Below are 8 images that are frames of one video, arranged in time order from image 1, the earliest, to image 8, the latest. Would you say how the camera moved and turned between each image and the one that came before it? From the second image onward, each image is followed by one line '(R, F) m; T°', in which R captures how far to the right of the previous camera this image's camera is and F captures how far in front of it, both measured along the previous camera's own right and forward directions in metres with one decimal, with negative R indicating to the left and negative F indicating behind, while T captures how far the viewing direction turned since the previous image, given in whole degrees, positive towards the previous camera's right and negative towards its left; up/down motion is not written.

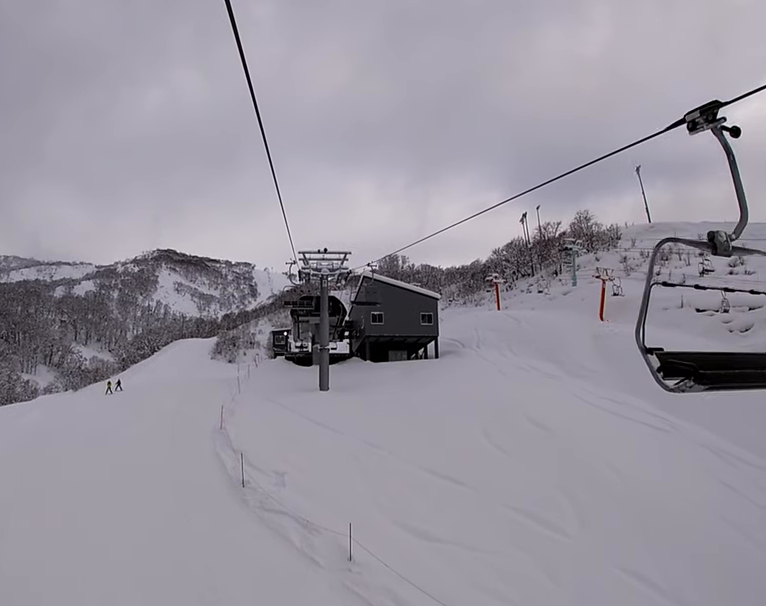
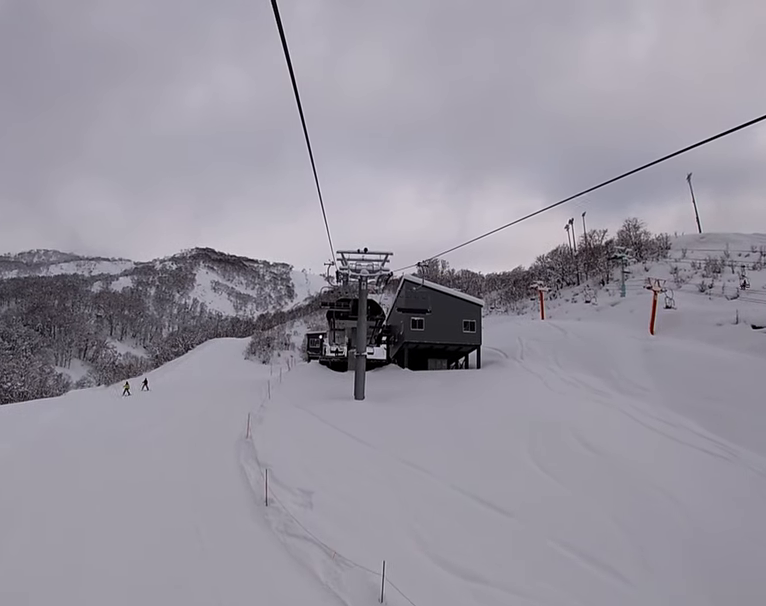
(-0.9, +2.4) m; 0°
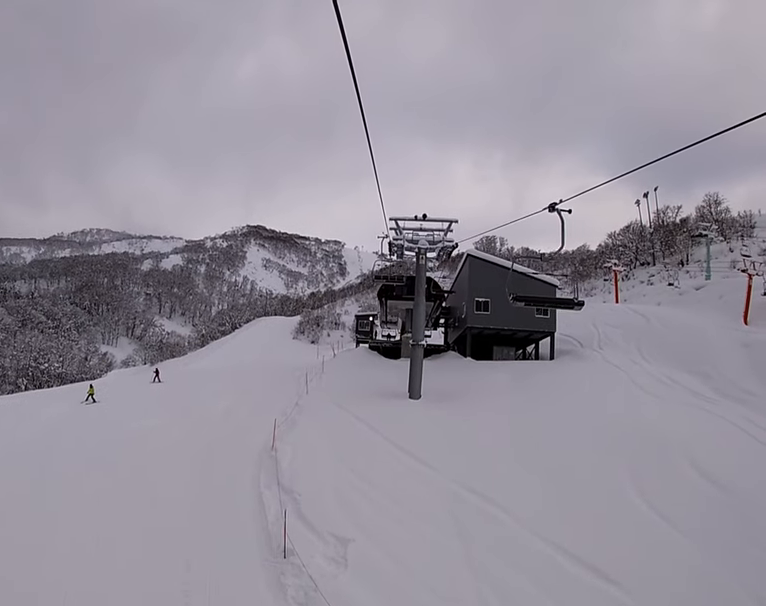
(+1.5, +7.5) m; 0°
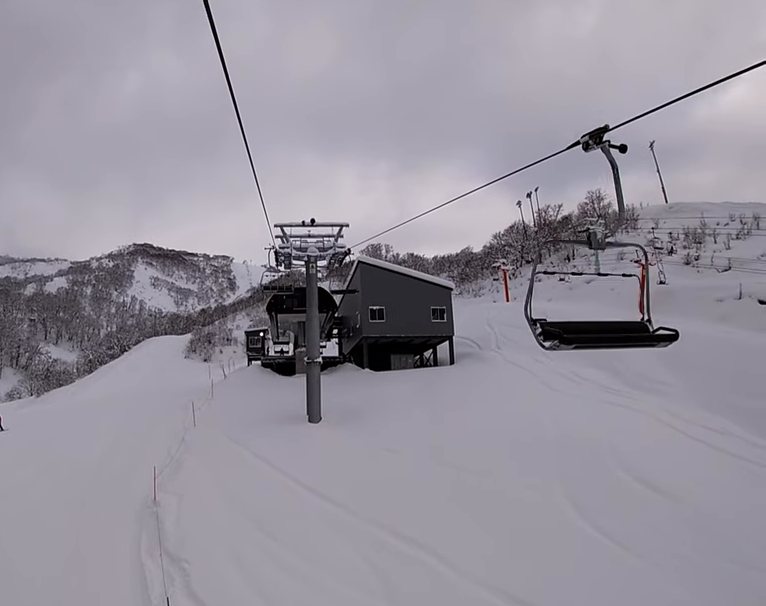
(+0.3, +4.1) m; 0°
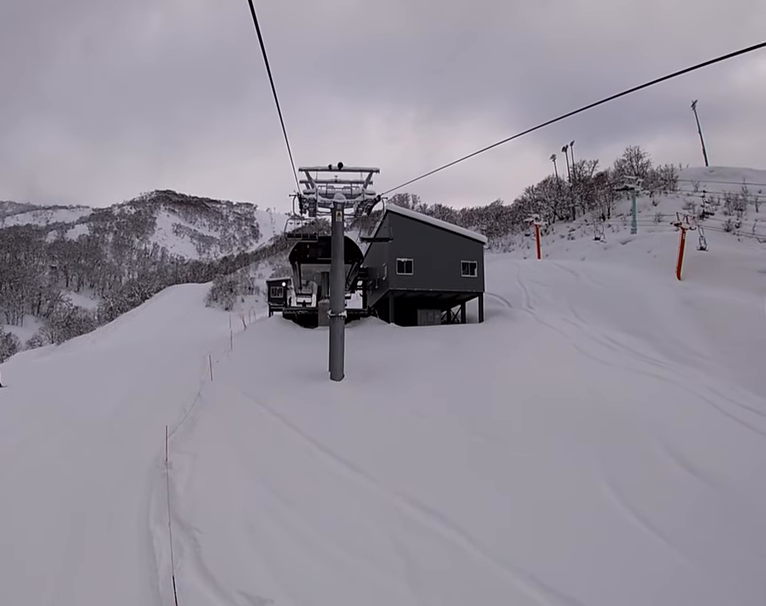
(-0.3, +1.5) m; 0°
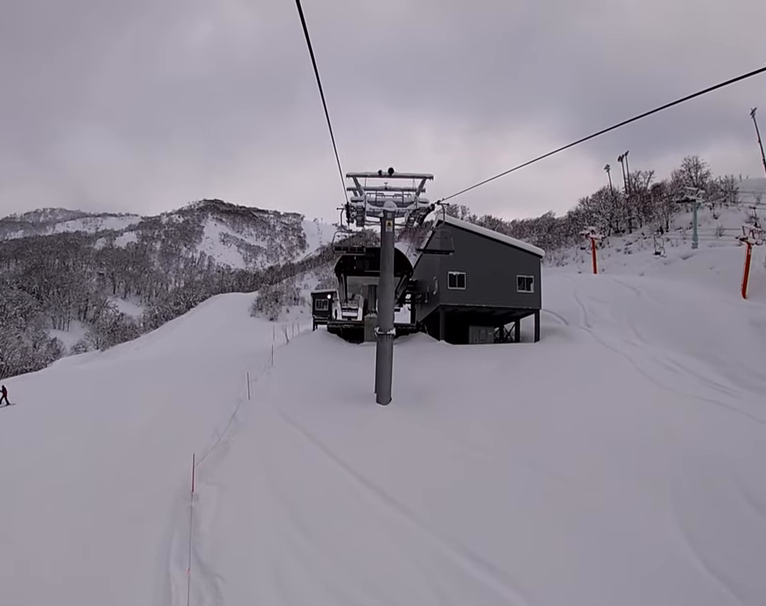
(-0.3, +2.1) m; 0°
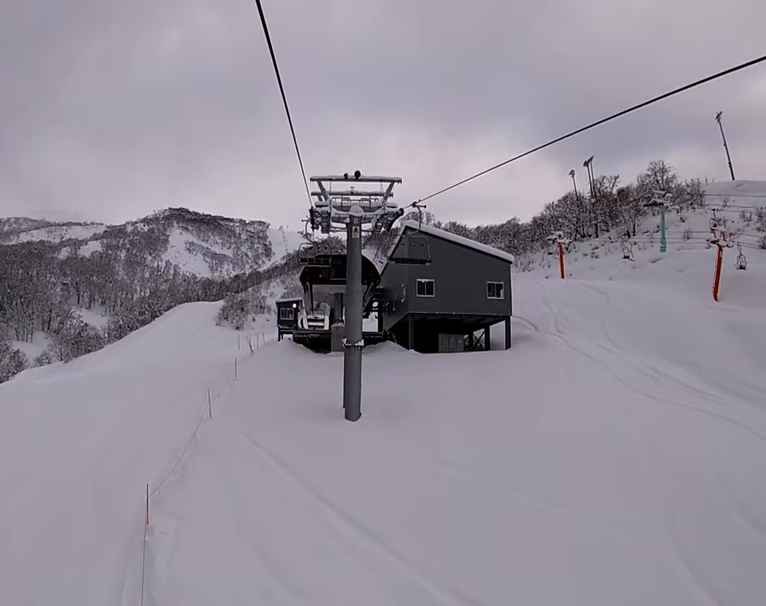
(+0.6, +1.8) m; 0°
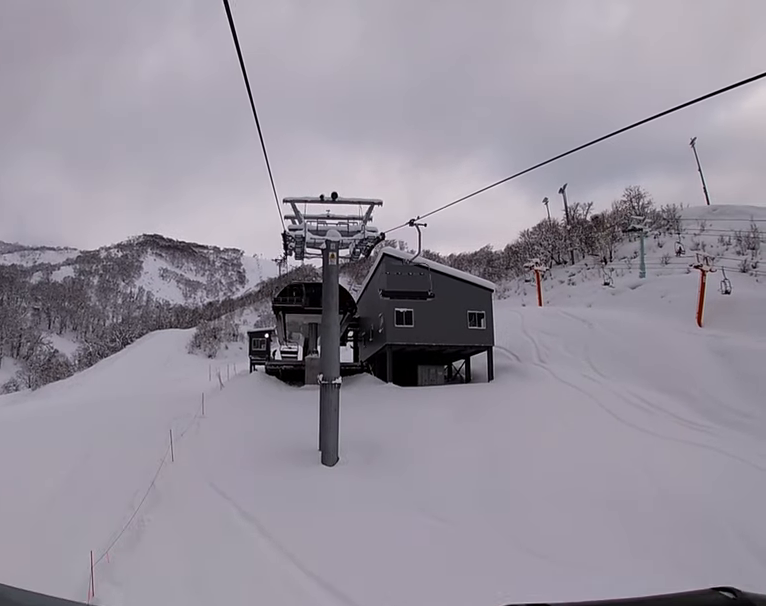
(-0.6, +2.4) m; 0°
